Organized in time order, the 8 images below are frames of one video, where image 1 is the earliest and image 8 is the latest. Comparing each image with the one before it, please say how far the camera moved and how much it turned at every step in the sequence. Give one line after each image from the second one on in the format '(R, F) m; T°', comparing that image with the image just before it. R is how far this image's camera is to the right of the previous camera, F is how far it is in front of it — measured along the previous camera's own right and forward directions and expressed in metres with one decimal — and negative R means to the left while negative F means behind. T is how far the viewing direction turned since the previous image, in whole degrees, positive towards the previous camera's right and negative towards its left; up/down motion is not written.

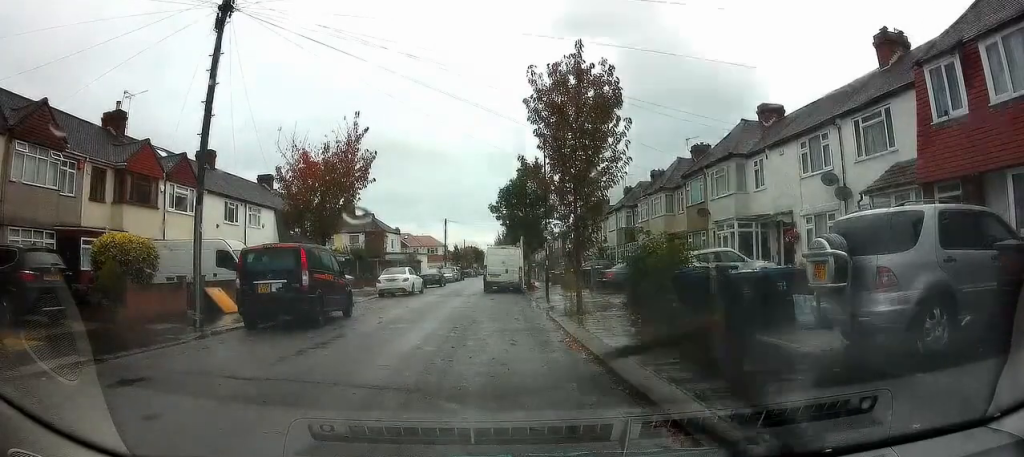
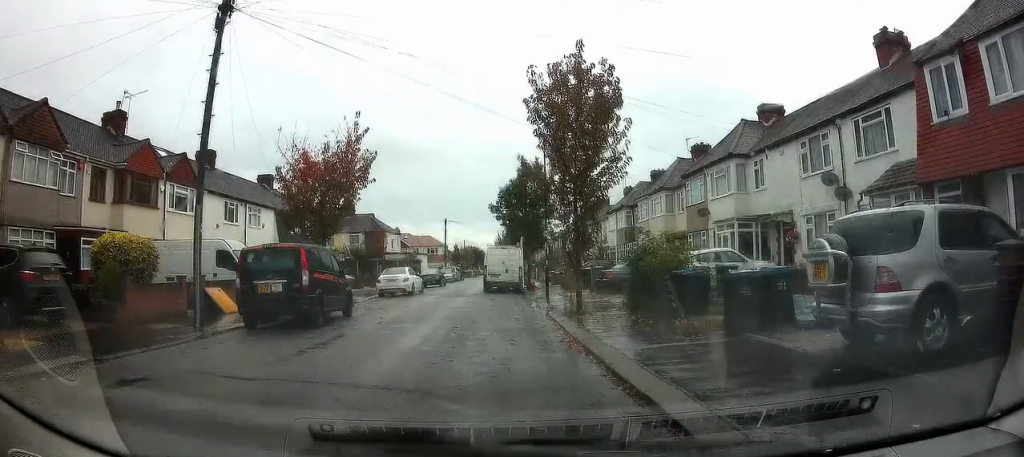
(0.0, 0.0) m; 0°
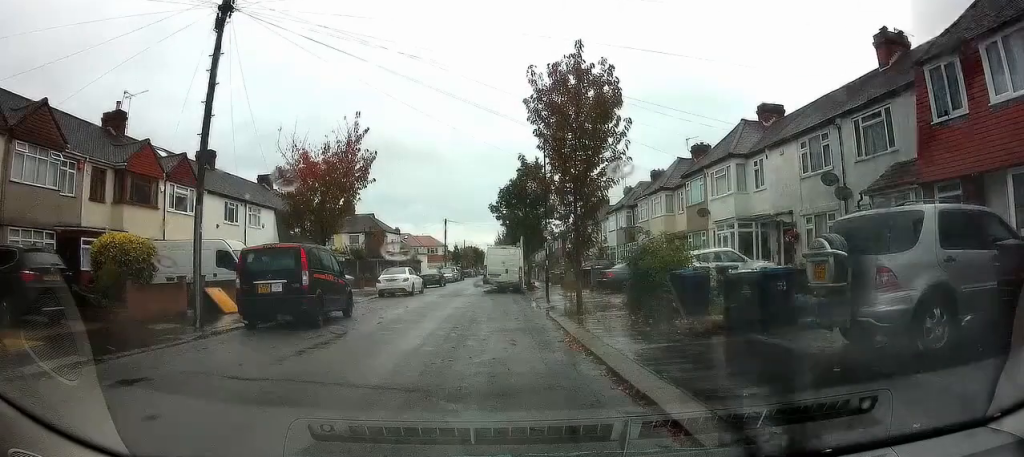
(0.0, 0.0) m; 0°
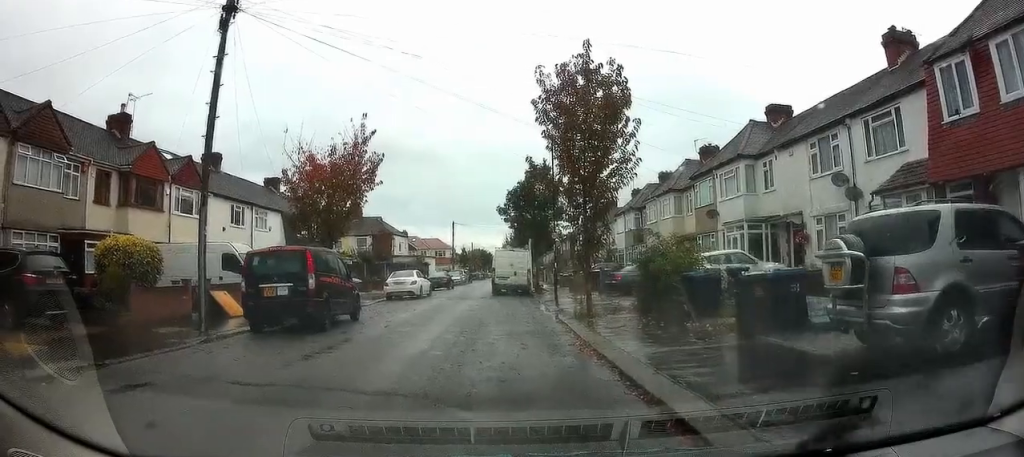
(0.0, 0.0) m; 0°
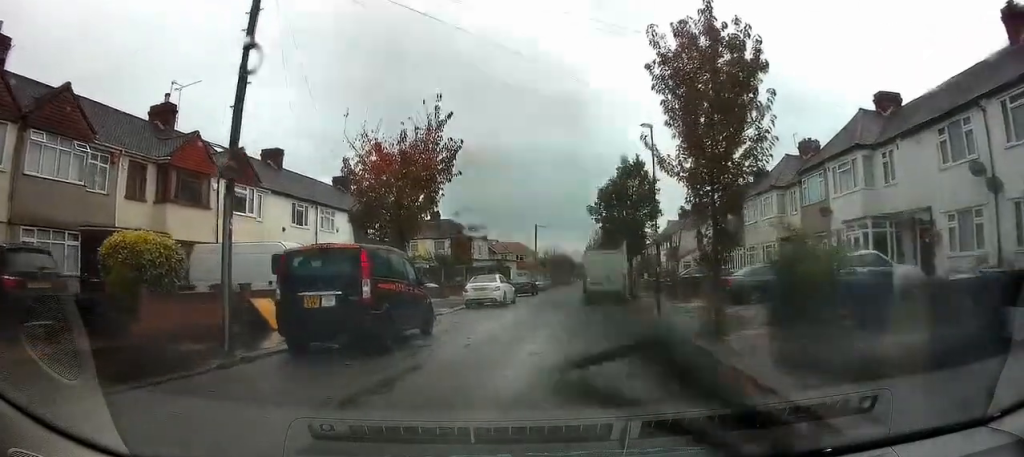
(0.0, +0.4) m; 0°
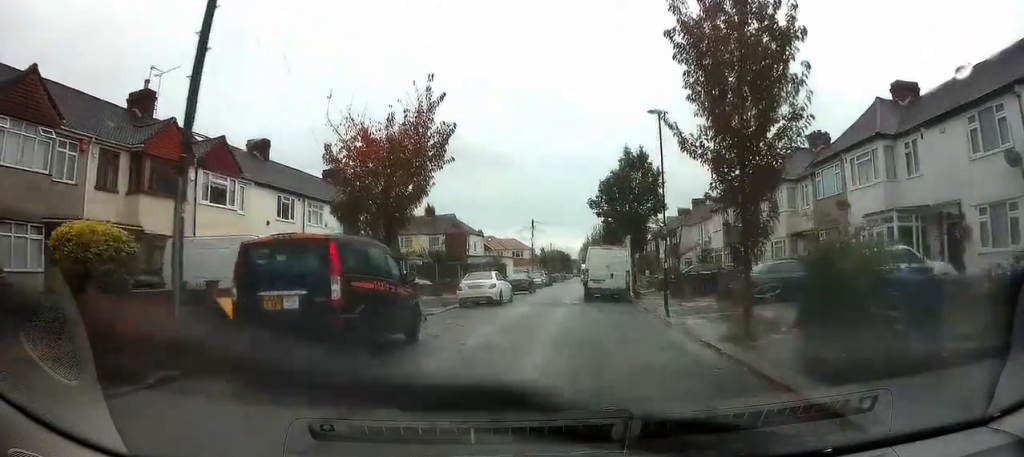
(-0.1, +0.9) m; 0°
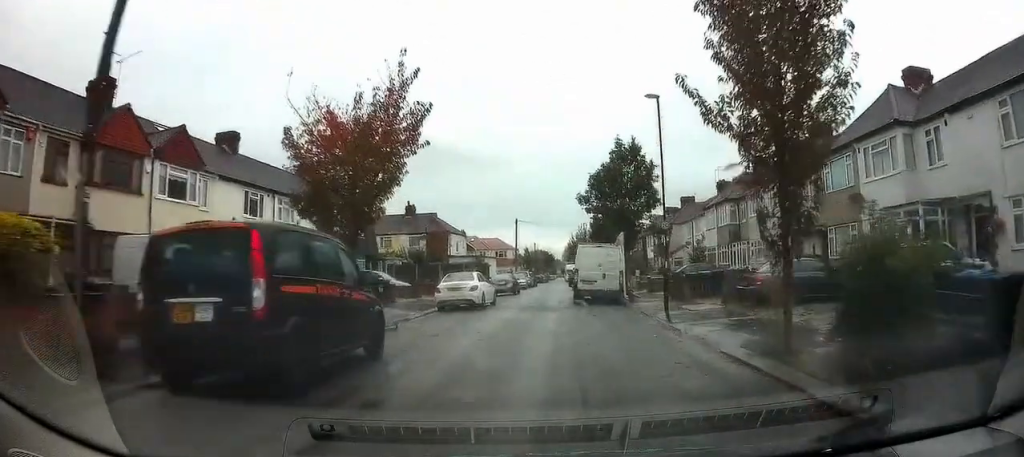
(+0.1, +1.6) m; +5°
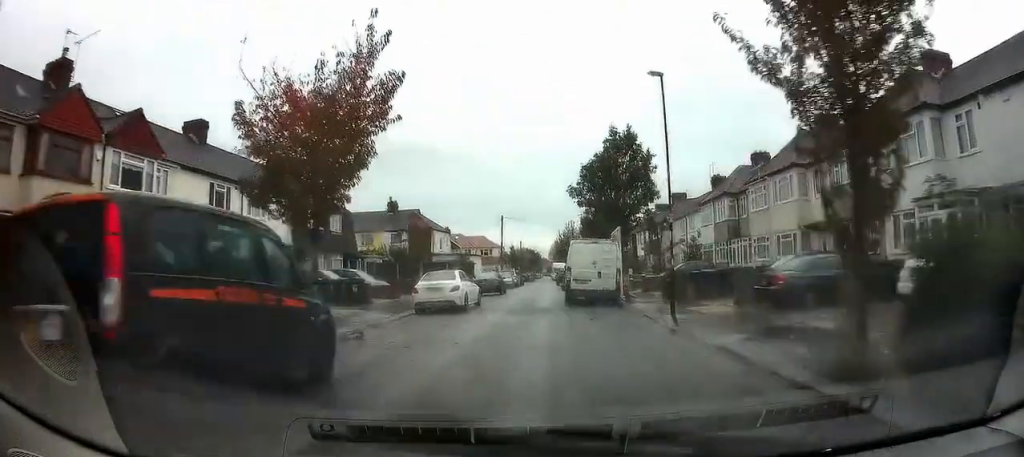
(-0.1, +1.5) m; +5°
